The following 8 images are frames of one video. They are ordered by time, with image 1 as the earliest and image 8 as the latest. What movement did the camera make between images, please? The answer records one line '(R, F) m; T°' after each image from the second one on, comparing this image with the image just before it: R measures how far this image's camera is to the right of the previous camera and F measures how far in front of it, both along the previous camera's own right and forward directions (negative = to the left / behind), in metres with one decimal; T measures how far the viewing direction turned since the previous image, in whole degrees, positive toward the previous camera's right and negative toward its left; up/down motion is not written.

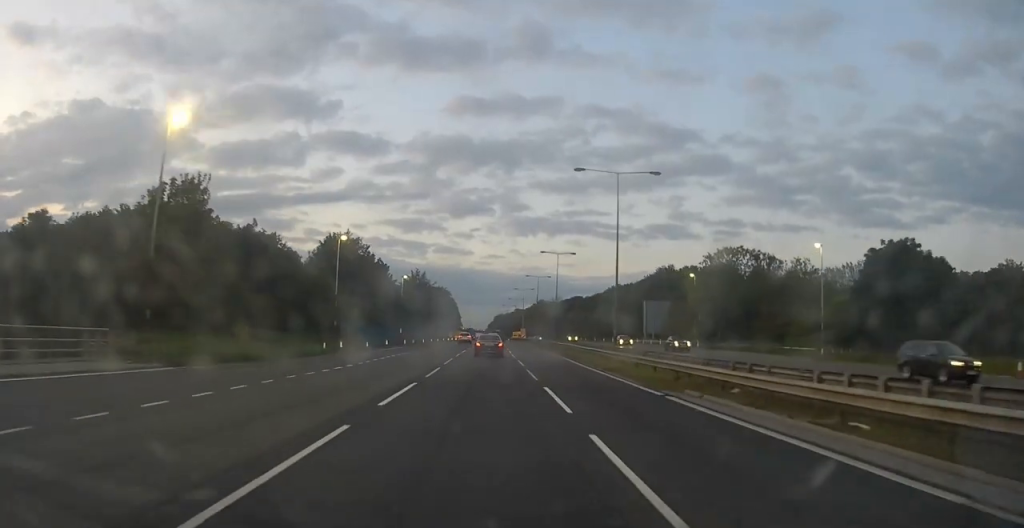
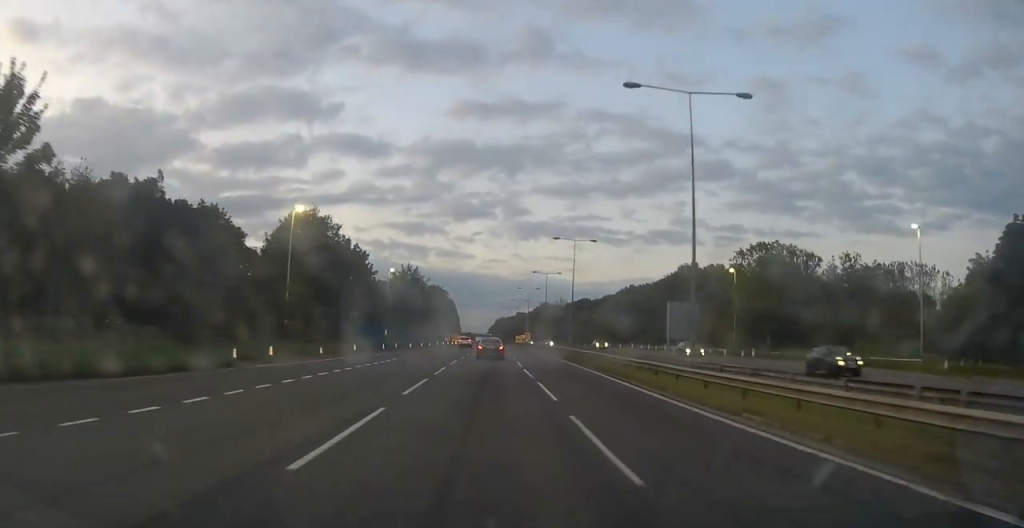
(0.0, +15.3) m; 0°
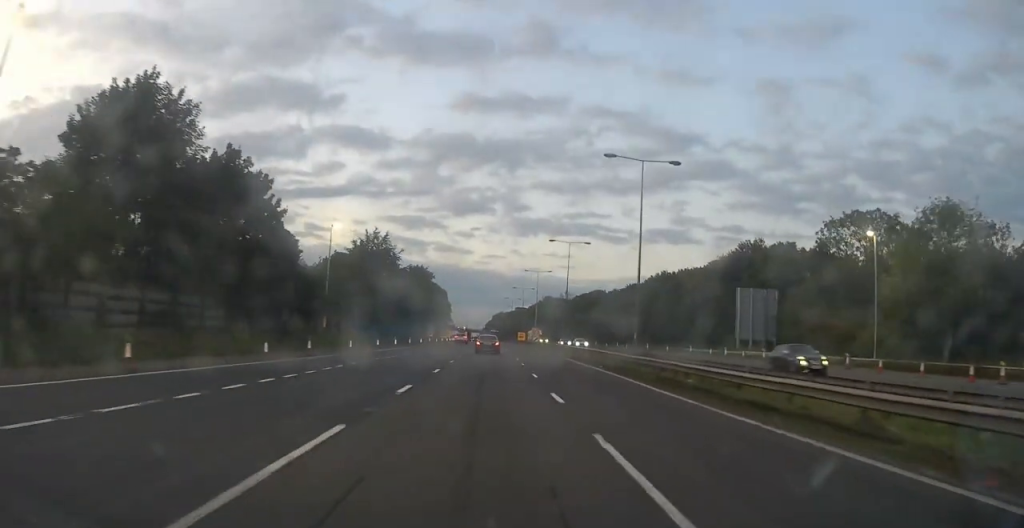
(0.0, +31.0) m; 0°
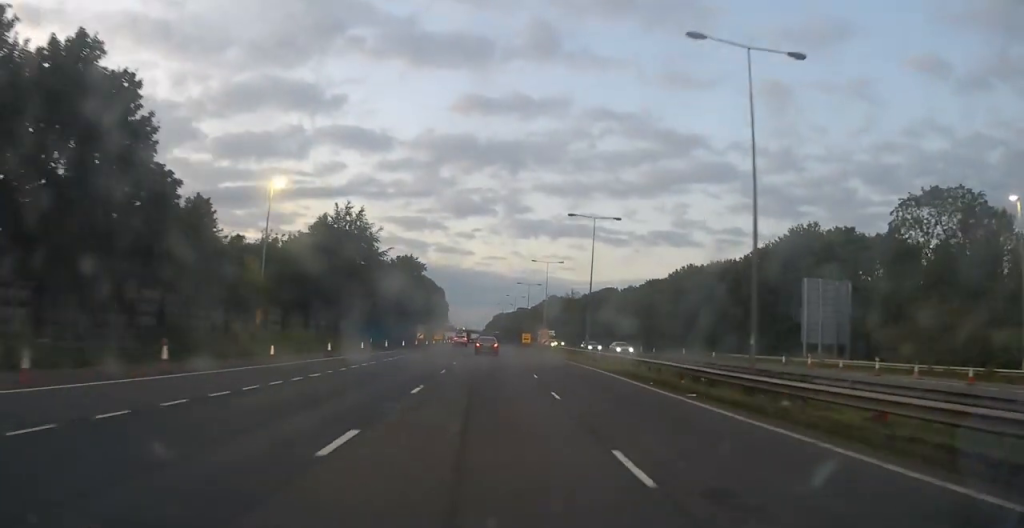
(0.0, +16.4) m; 0°
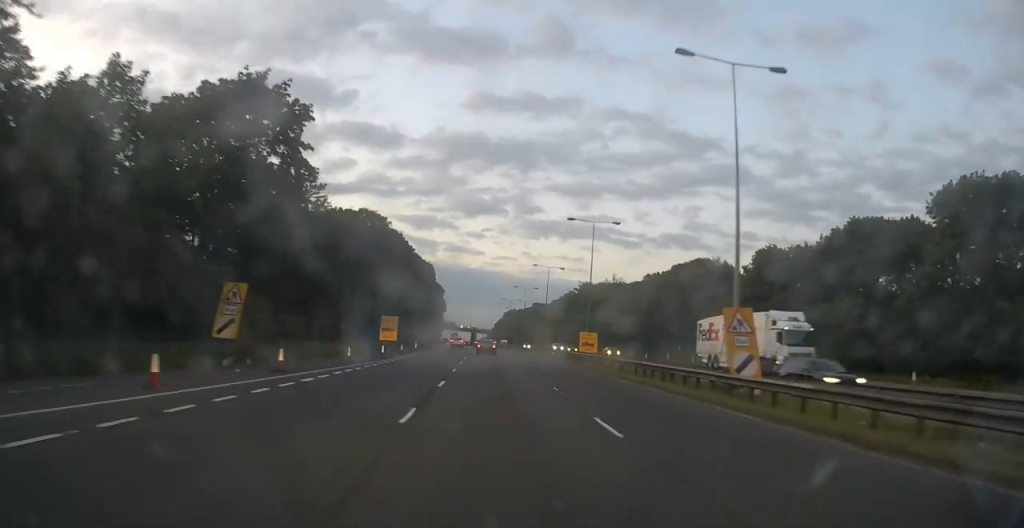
(-0.3, +68.0) m; -1°
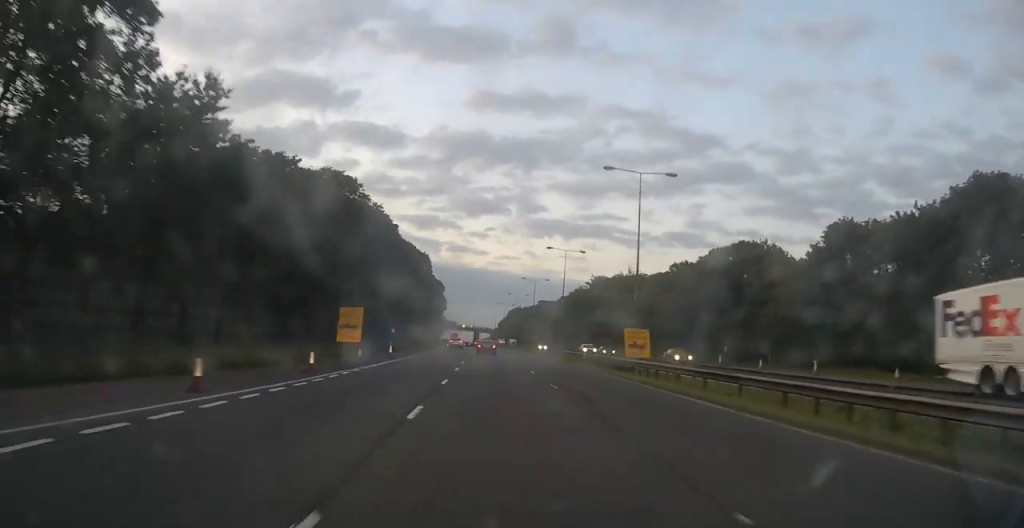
(-0.1, +16.6) m; 0°
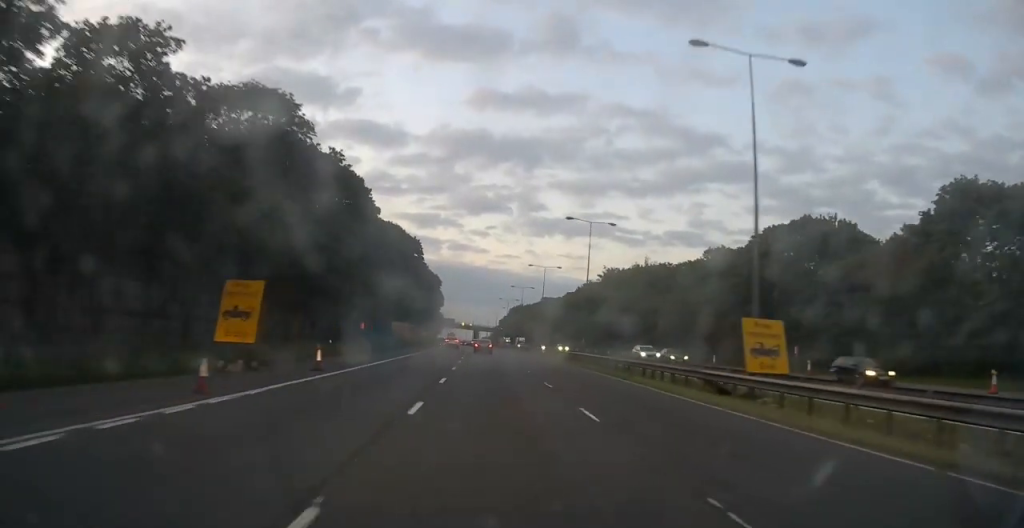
(0.0, +17.5) m; 0°
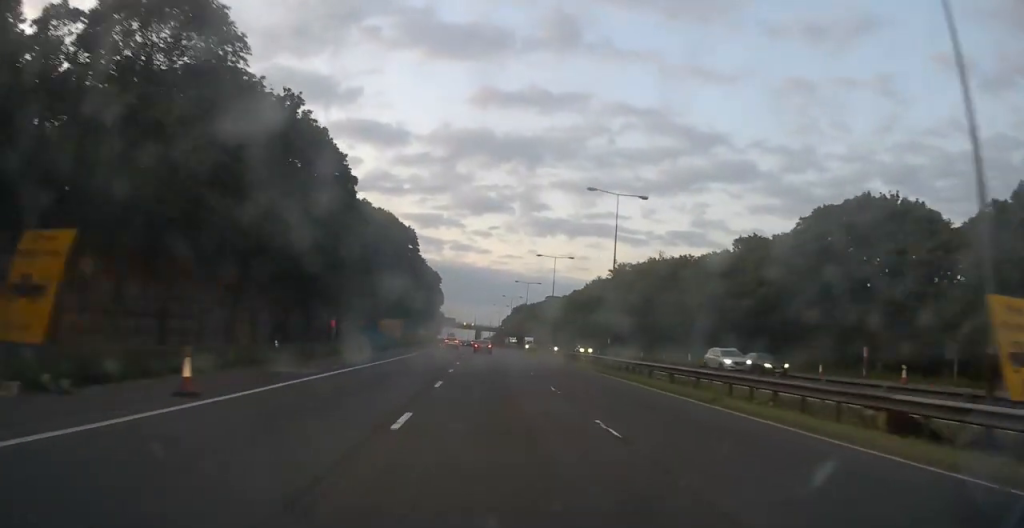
(+0.1, +10.9) m; 0°
